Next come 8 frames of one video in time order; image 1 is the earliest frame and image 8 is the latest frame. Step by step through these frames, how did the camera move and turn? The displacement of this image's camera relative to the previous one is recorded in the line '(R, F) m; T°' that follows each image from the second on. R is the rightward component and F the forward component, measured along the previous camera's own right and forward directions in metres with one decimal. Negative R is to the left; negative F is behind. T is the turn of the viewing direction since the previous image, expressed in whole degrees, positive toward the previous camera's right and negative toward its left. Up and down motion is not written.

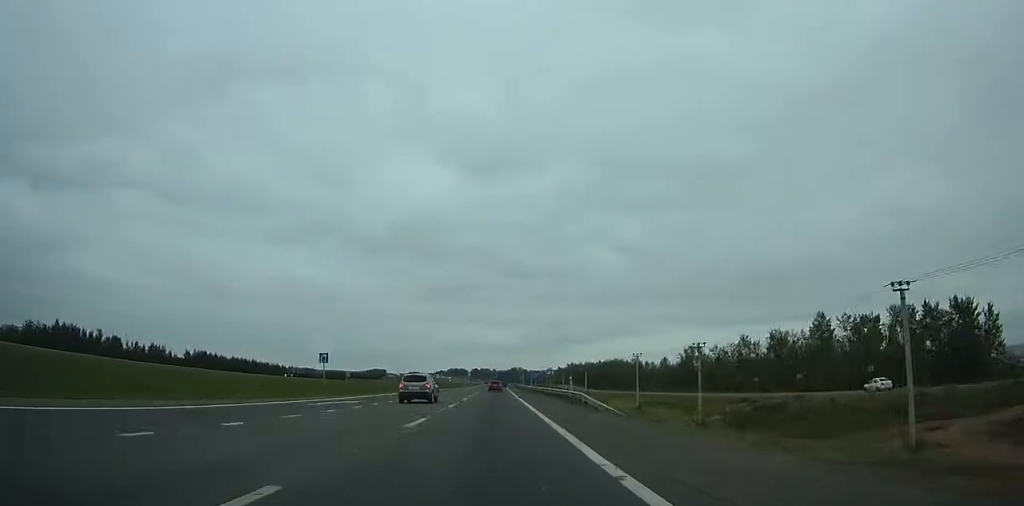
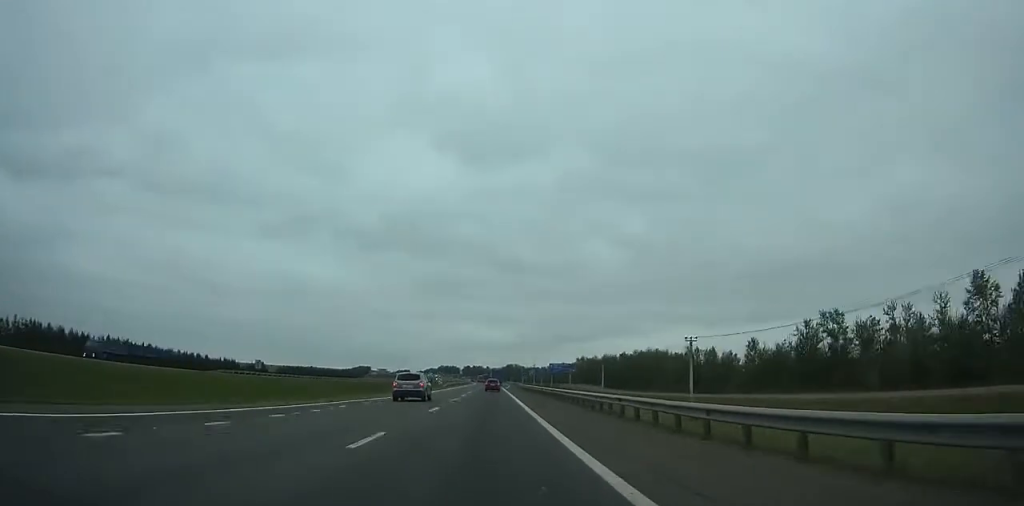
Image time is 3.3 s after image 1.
(-0.7, +79.9) m; 0°
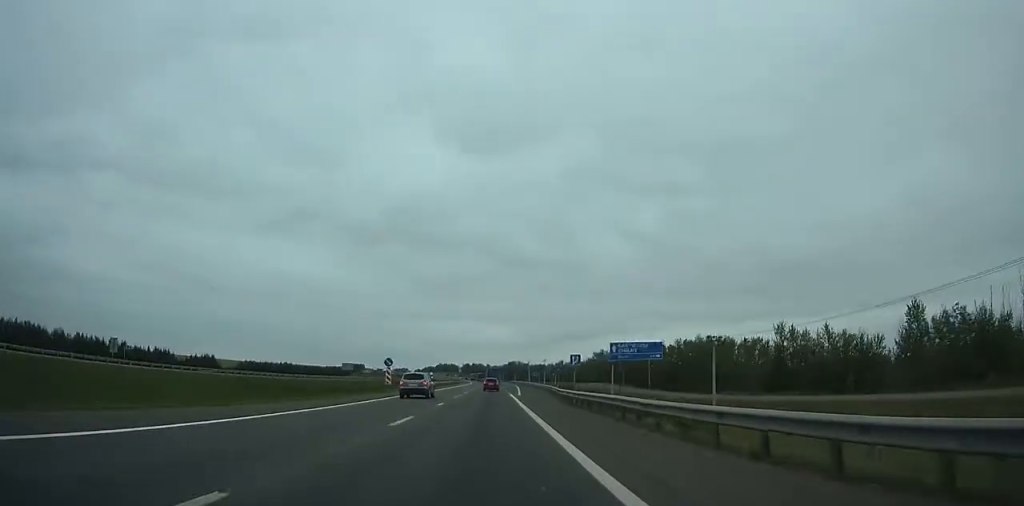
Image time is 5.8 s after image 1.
(+0.1, +55.8) m; 0°
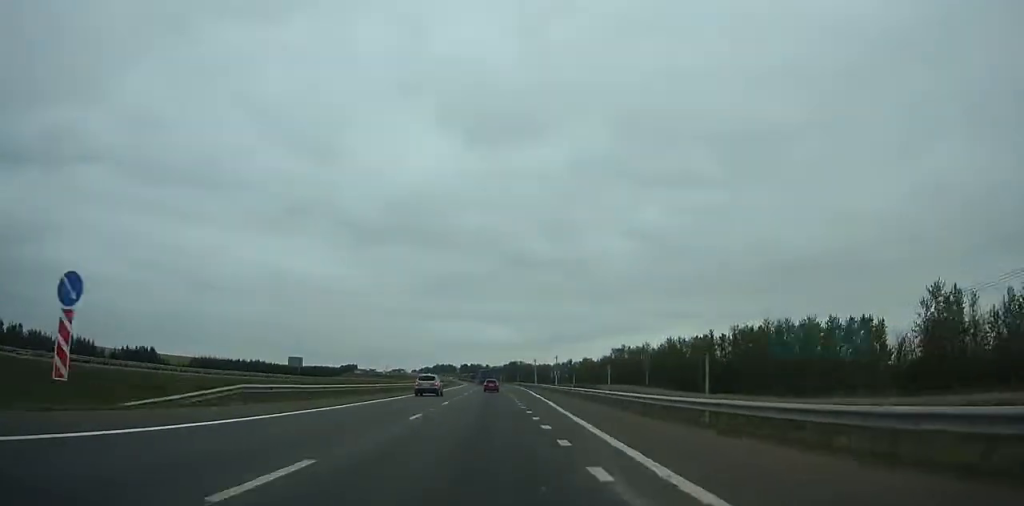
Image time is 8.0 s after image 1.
(0.0, +46.9) m; 0°
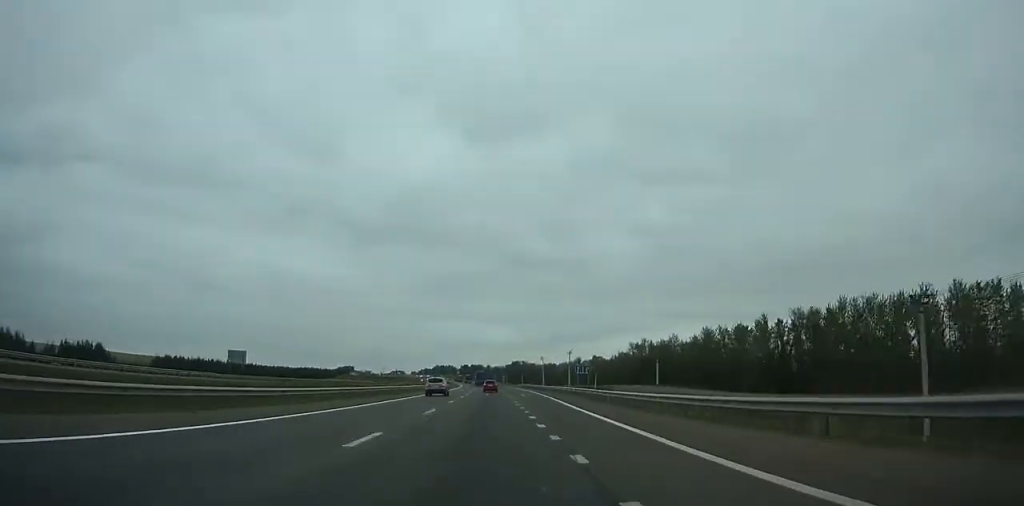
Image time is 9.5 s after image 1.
(0.0, +31.0) m; 0°
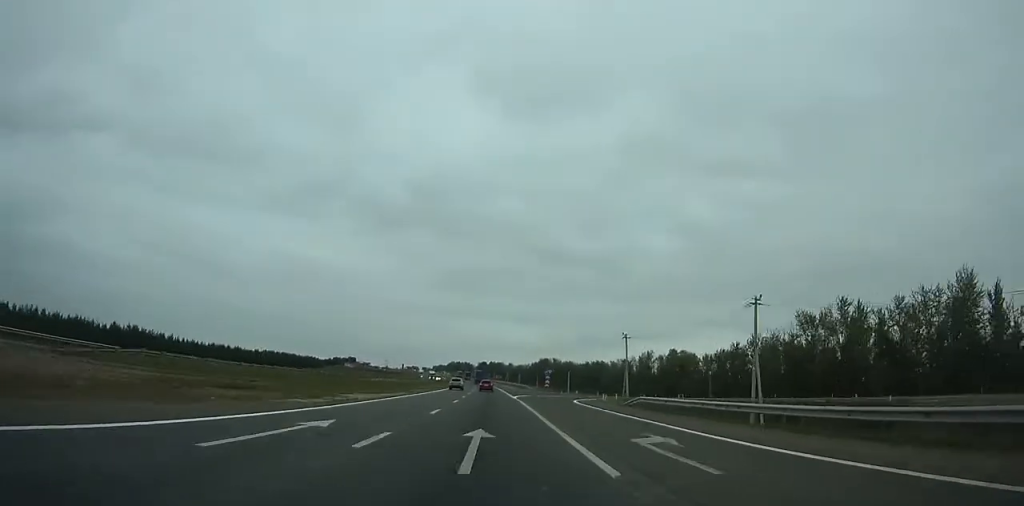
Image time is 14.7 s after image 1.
(-8.8, +103.7) m; -4°
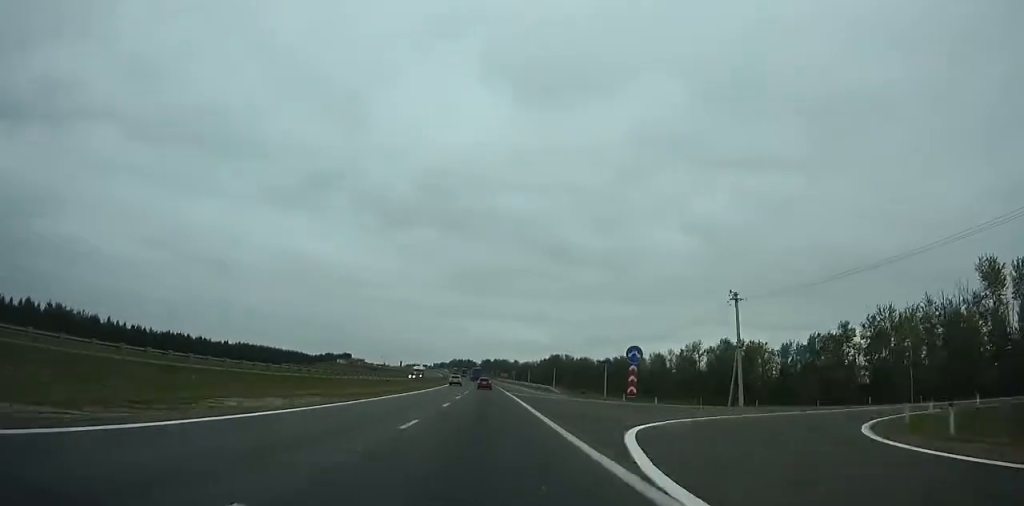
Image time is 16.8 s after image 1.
(+0.4, +42.7) m; +4°
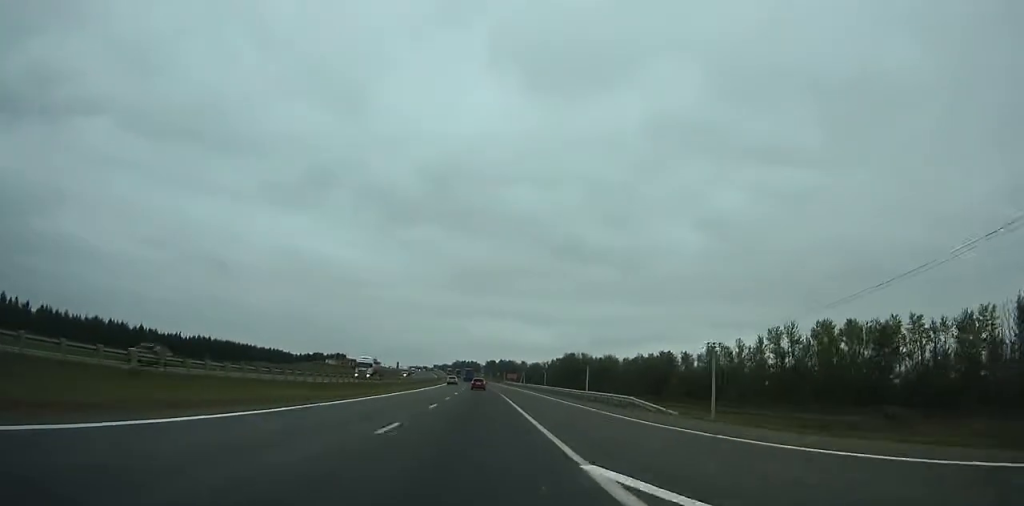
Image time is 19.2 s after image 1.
(+7.0, +51.3) m; +3°
